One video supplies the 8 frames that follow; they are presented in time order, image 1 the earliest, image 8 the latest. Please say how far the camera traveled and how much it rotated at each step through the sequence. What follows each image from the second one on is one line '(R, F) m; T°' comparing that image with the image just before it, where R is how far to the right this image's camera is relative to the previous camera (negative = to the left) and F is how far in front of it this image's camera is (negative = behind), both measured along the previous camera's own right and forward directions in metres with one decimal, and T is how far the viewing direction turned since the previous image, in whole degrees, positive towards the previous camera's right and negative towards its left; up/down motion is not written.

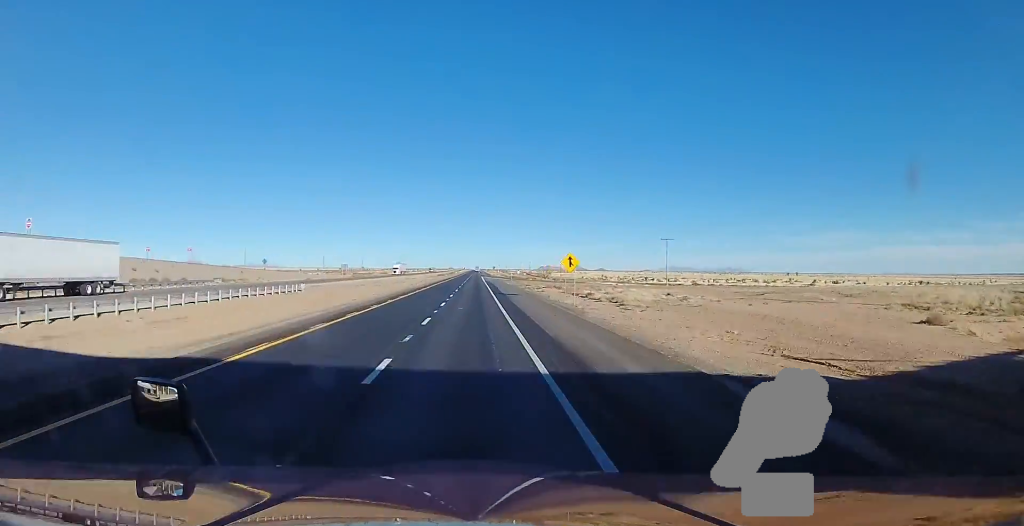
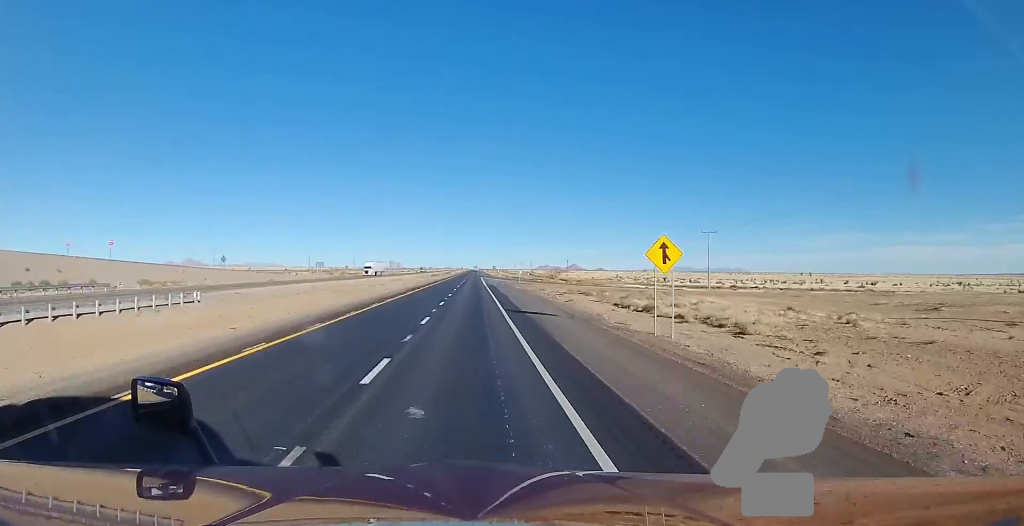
(-0.4, +24.4) m; +1°
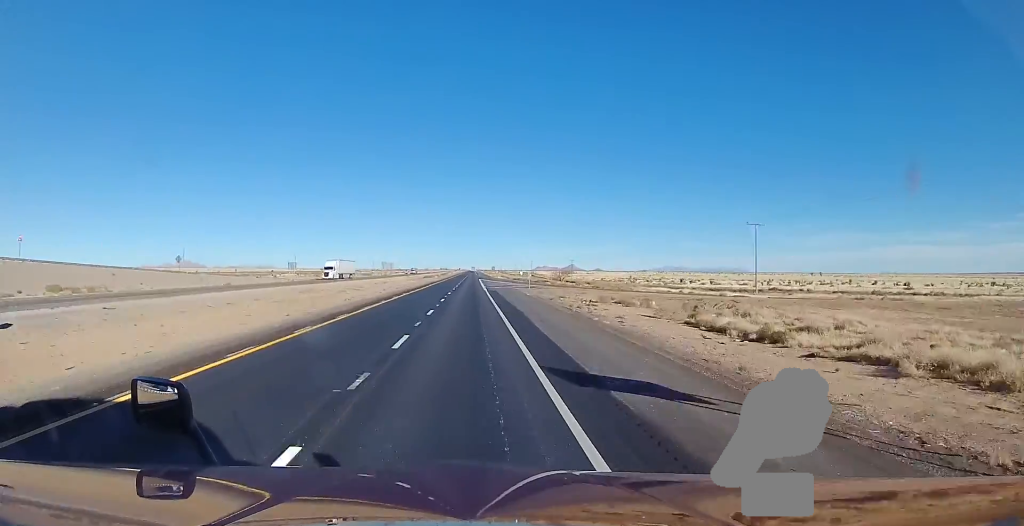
(+0.6, +19.2) m; +1°
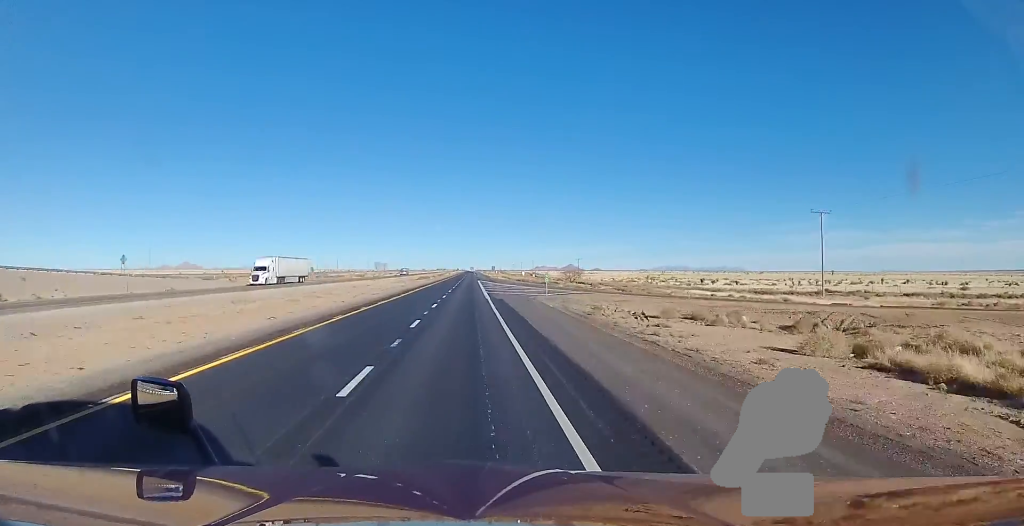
(+0.1, +18.2) m; 0°
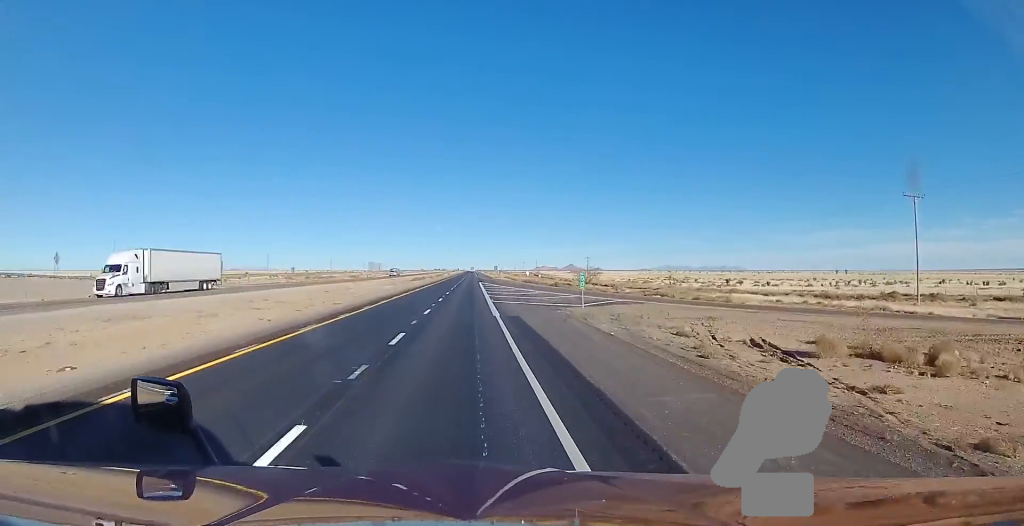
(-0.3, +17.2) m; 0°
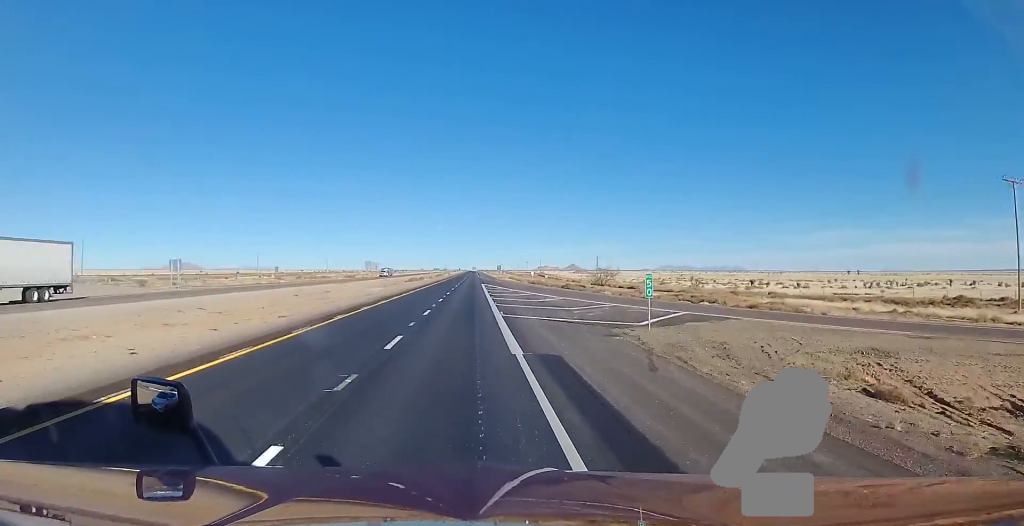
(+0.1, +13.1) m; 0°
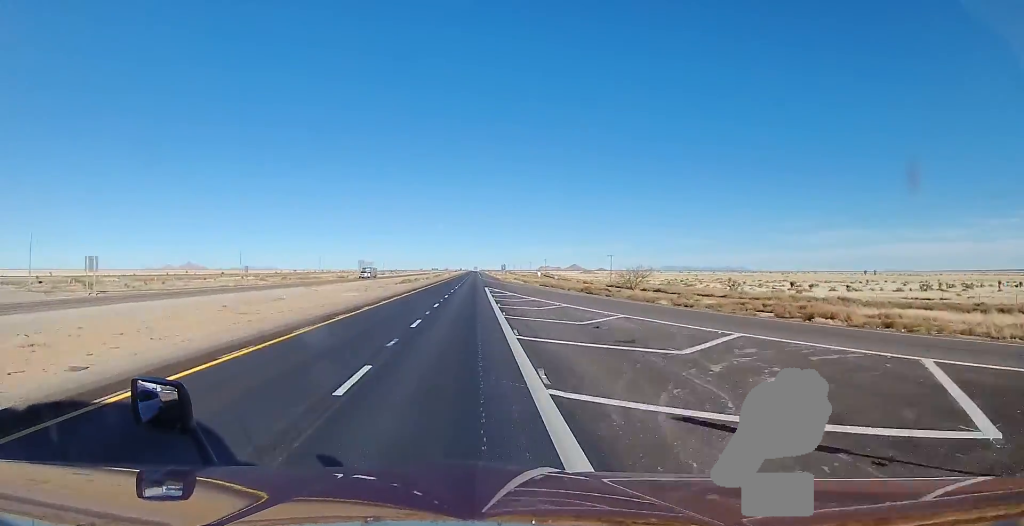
(+0.4, +18.1) m; -1°
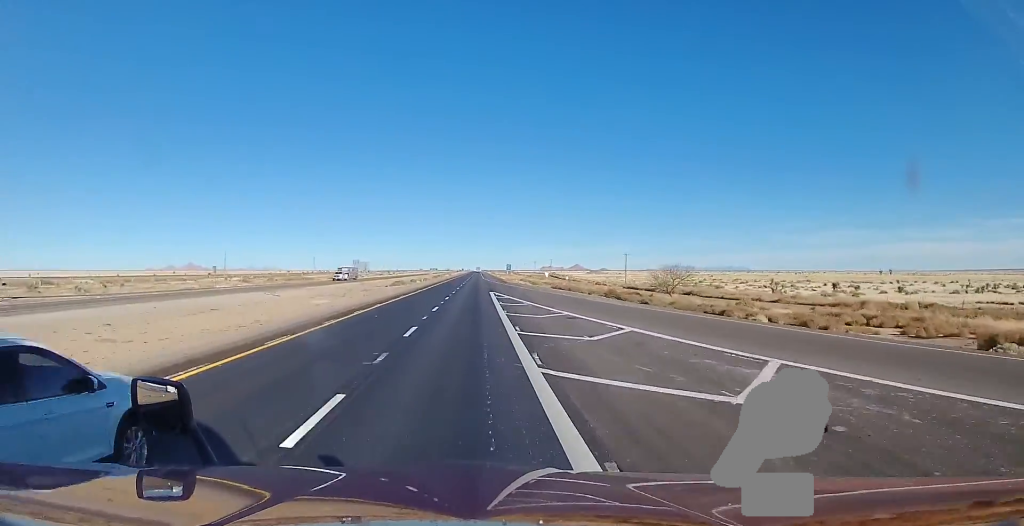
(-0.3, +15.1) m; 0°
